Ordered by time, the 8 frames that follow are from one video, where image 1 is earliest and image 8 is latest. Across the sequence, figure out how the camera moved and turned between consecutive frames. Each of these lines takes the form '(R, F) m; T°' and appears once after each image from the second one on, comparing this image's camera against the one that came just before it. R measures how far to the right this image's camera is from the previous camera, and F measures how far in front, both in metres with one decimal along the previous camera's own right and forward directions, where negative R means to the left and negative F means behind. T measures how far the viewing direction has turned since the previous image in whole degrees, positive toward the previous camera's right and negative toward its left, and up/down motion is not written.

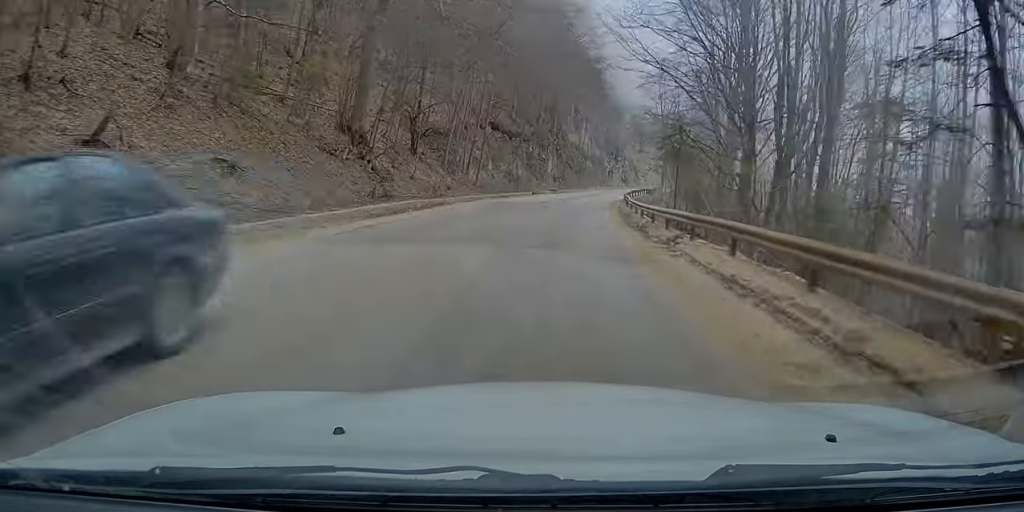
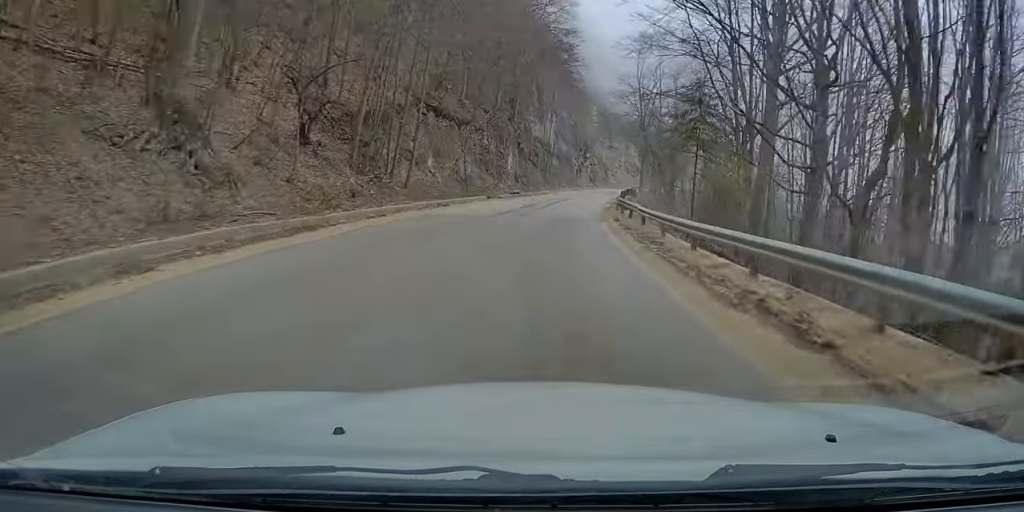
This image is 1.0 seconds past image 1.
(+0.4, +13.6) m; +3°
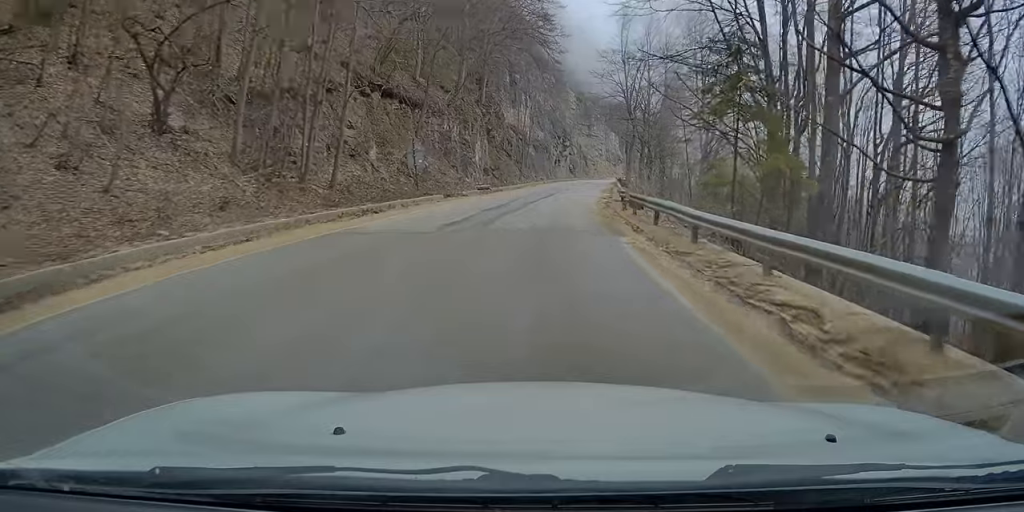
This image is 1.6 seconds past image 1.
(+0.1, +9.5) m; +2°
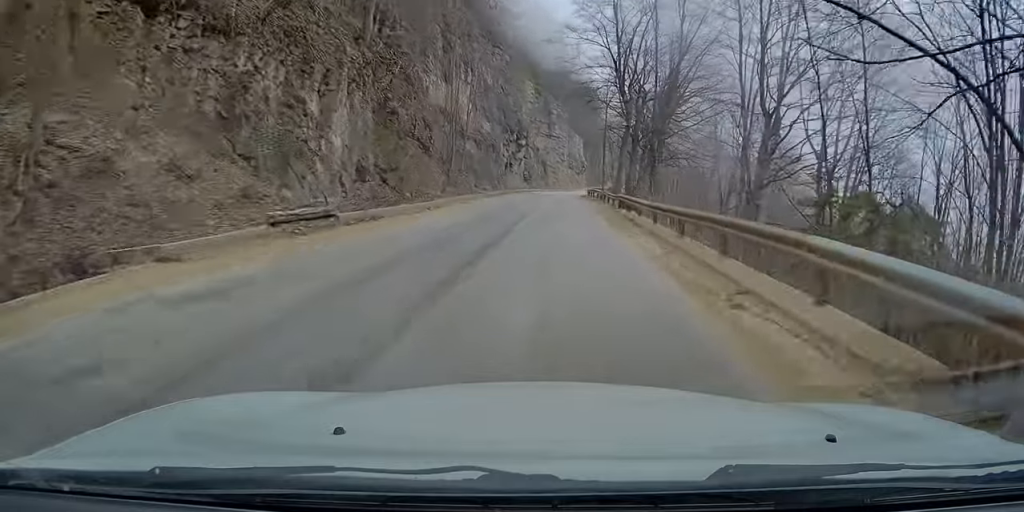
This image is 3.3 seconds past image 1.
(+0.8, +26.0) m; +3°
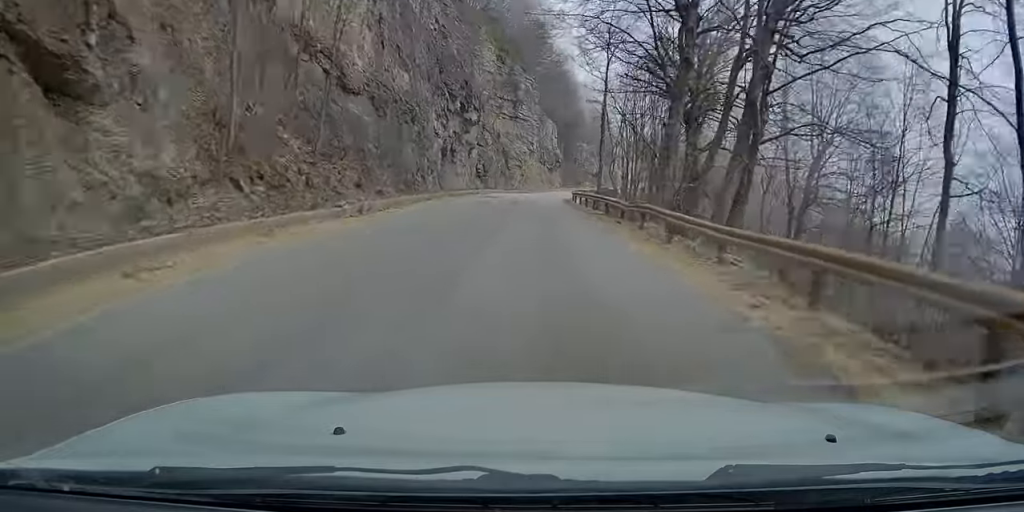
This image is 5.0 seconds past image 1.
(+0.5, +27.0) m; +4°
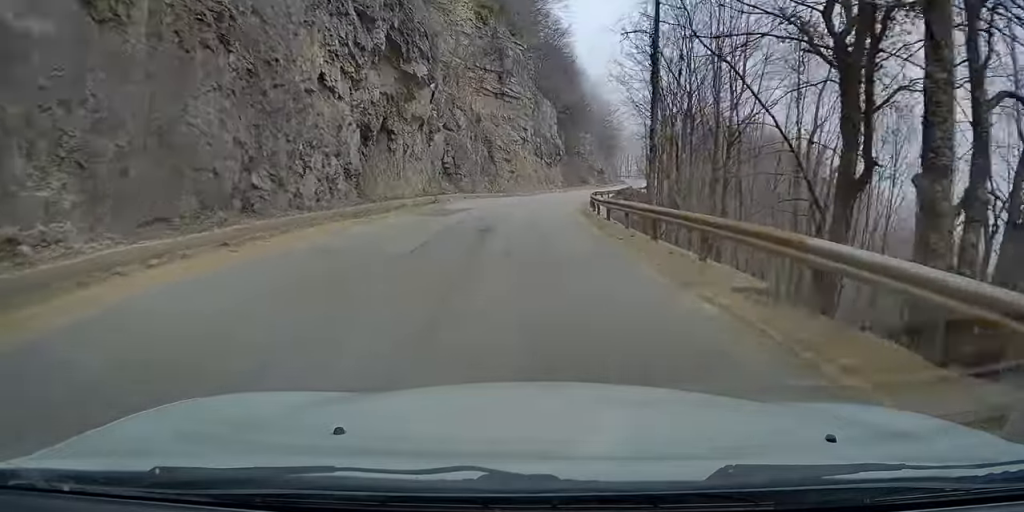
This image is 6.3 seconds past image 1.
(+0.3, +20.7) m; -1°
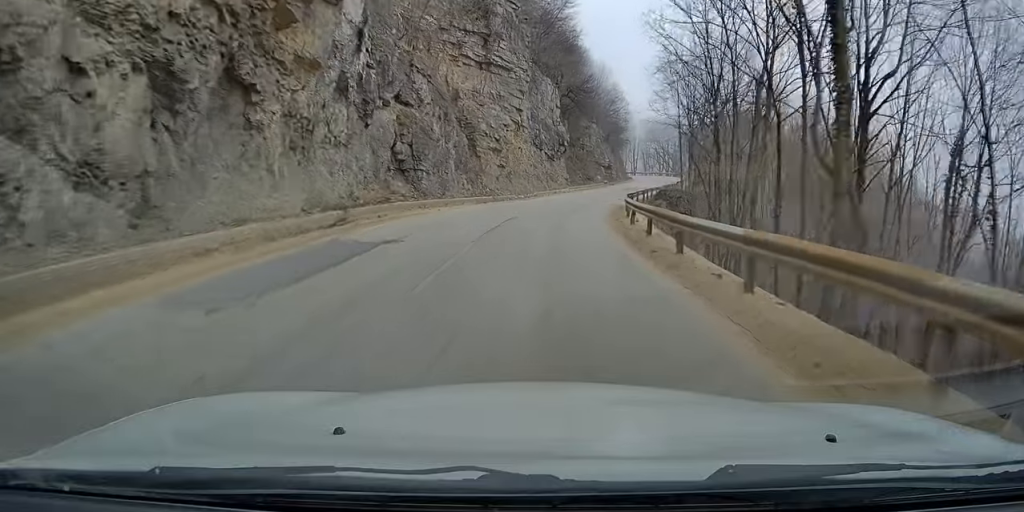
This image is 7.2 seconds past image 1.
(-0.3, +14.8) m; +1°
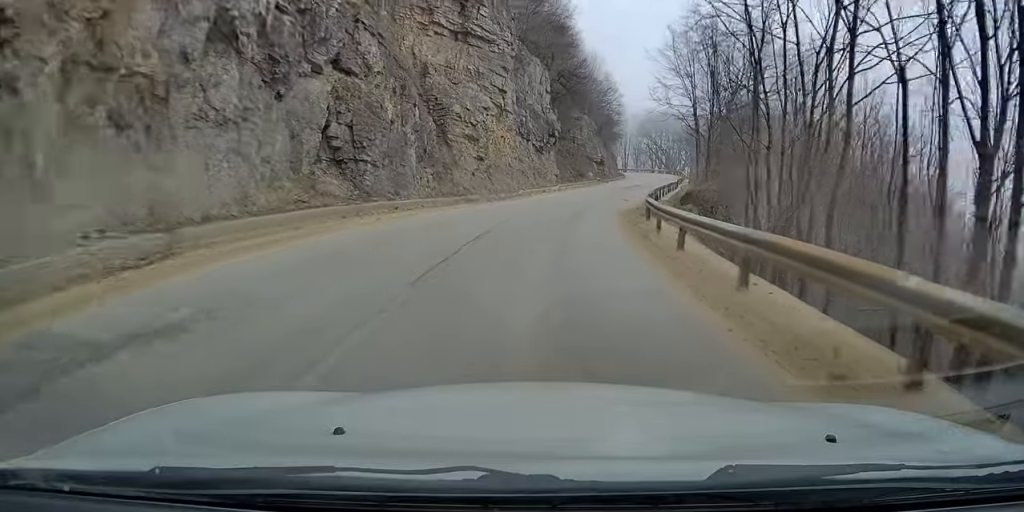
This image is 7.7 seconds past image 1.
(+0.1, +7.9) m; +2°
